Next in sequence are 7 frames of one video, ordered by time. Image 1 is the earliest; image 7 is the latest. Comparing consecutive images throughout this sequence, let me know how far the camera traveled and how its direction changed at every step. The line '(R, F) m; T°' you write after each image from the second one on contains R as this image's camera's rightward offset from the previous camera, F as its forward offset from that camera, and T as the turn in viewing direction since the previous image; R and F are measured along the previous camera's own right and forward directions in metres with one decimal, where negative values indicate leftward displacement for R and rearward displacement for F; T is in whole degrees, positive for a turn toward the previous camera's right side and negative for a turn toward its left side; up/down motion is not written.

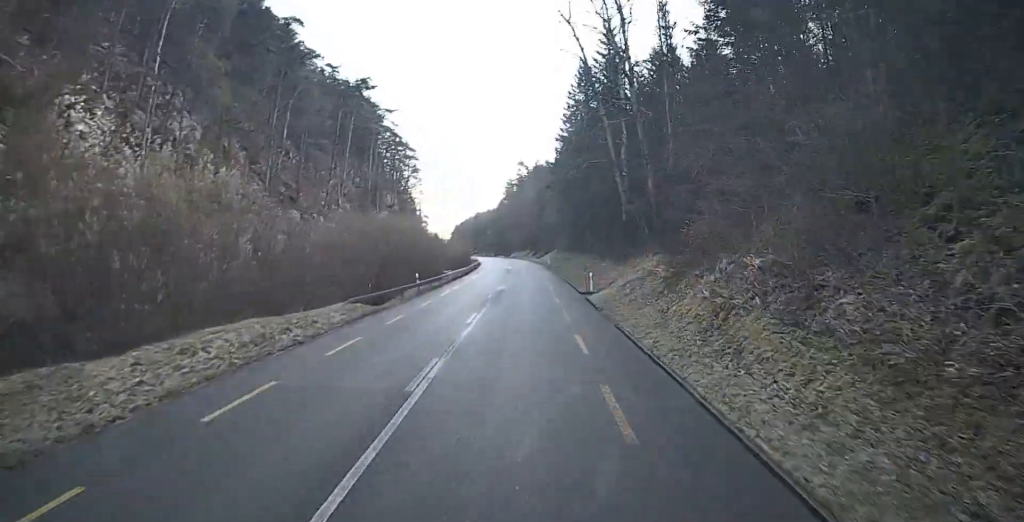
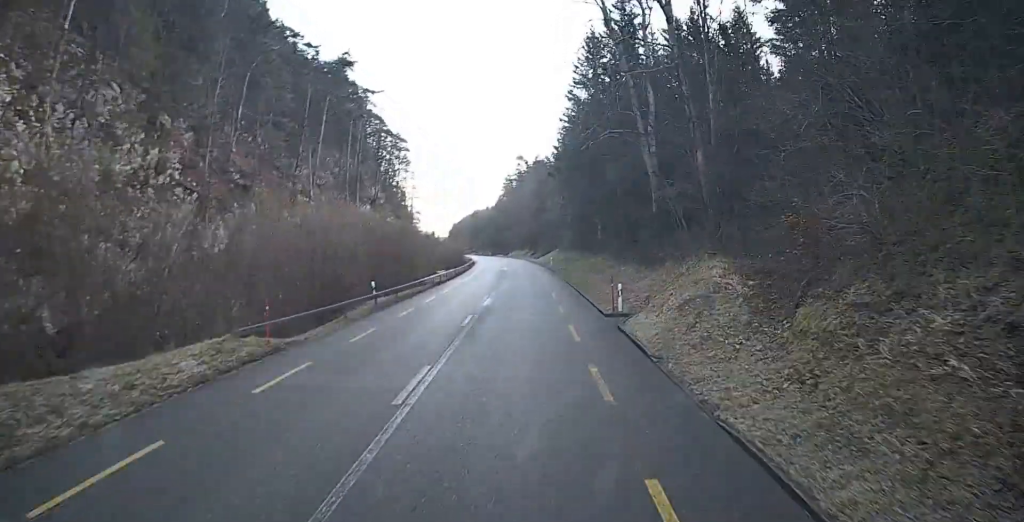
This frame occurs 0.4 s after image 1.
(+0.1, +9.9) m; 0°
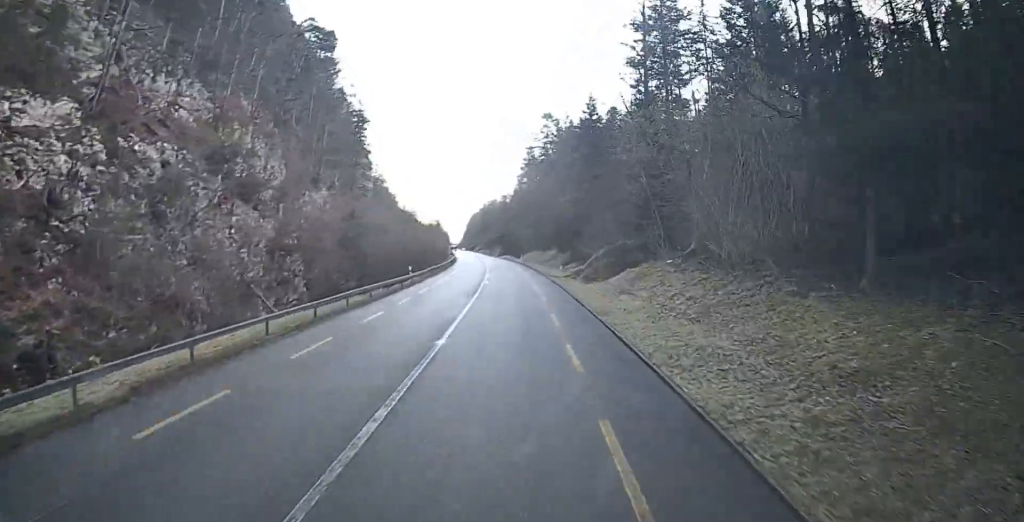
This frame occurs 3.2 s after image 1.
(-0.9, +62.8) m; -1°
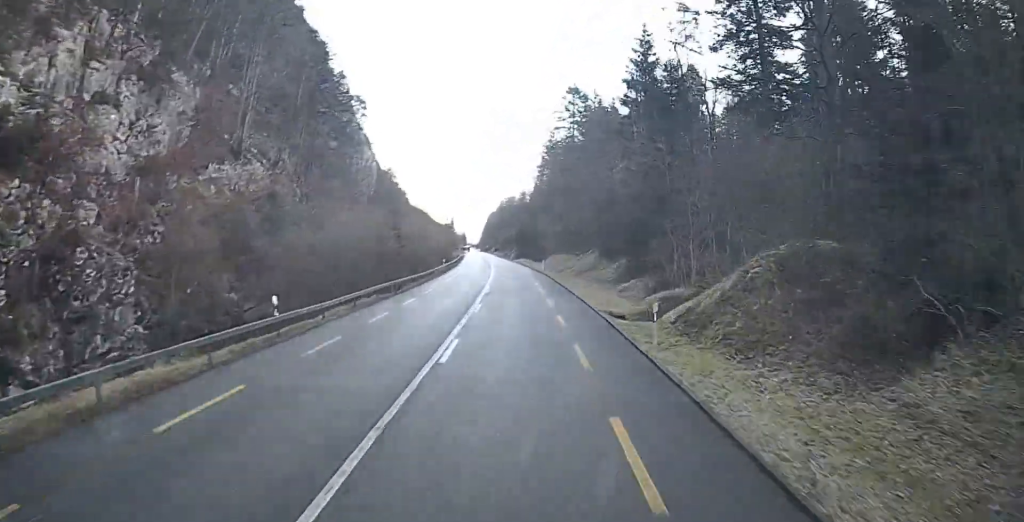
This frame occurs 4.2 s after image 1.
(-0.3, +22.7) m; -2°
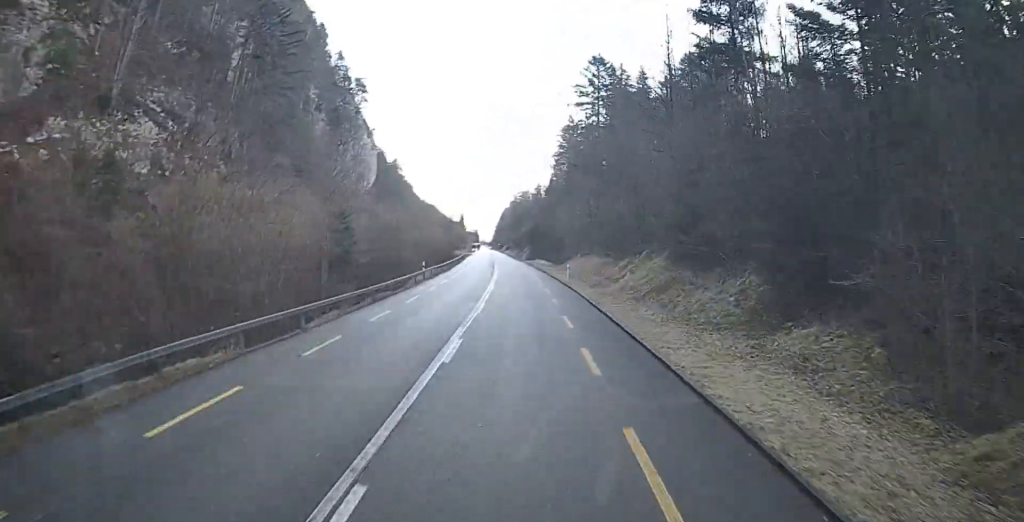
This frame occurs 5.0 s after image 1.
(-0.4, +18.1) m; -2°
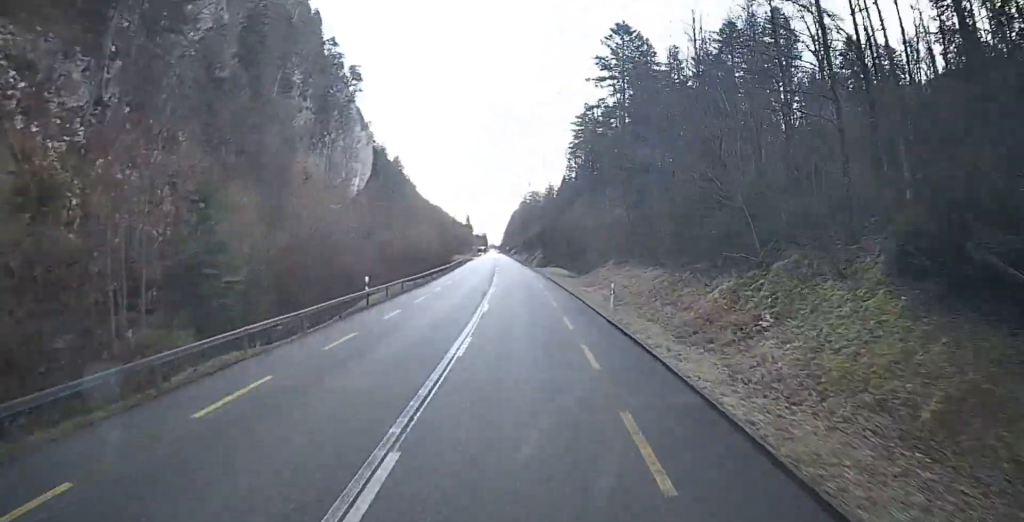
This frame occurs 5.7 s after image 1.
(-0.3, +16.5) m; -1°
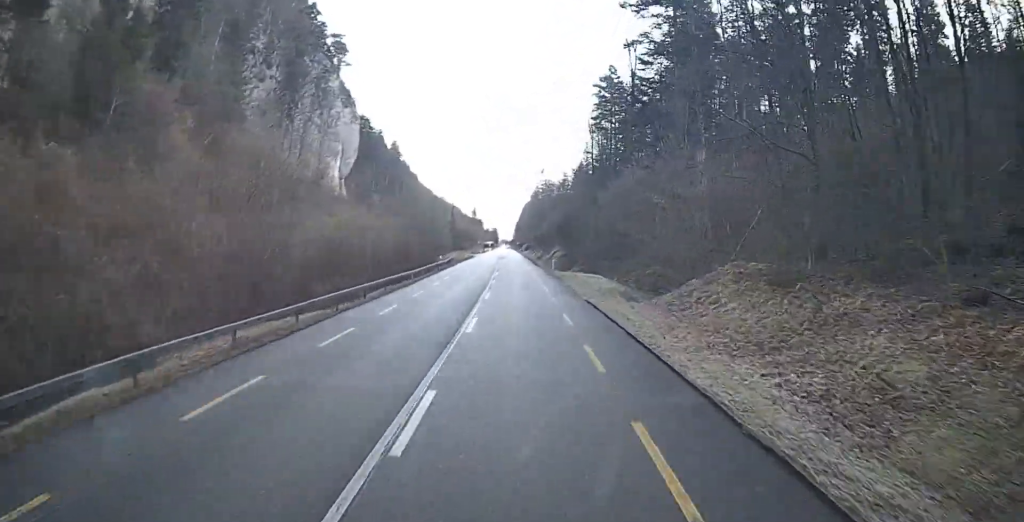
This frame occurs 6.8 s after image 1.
(-0.3, +24.1) m; -1°
